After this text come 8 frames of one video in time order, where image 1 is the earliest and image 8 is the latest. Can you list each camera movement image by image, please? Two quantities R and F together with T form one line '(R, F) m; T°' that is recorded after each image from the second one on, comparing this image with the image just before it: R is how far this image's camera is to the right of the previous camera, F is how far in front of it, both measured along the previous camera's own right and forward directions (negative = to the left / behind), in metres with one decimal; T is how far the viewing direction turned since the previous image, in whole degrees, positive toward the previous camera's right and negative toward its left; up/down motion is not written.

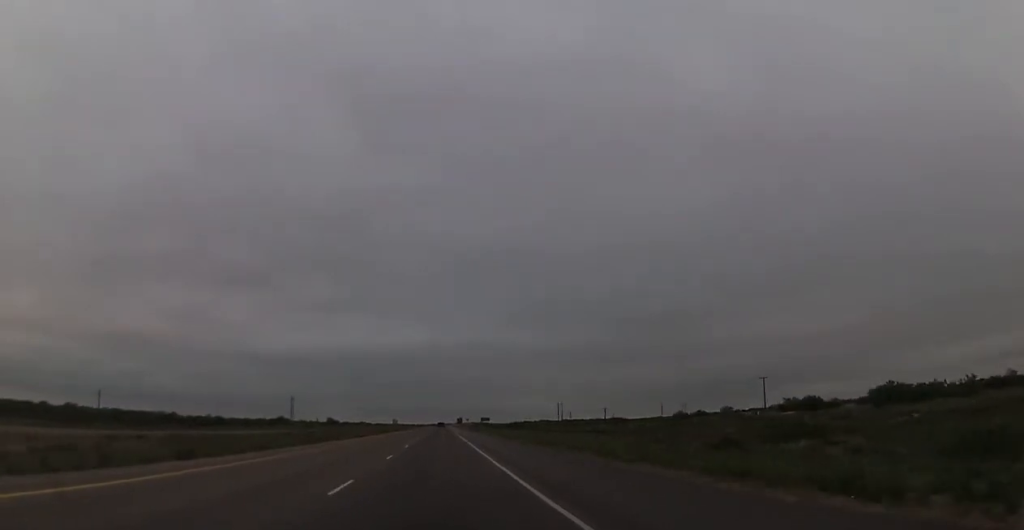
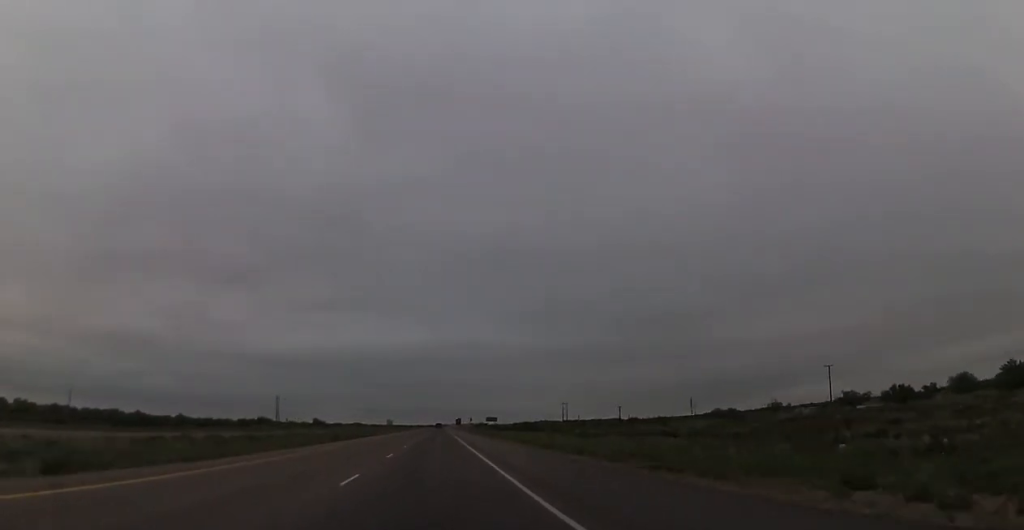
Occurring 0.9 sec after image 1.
(+0.1, +34.2) m; 0°
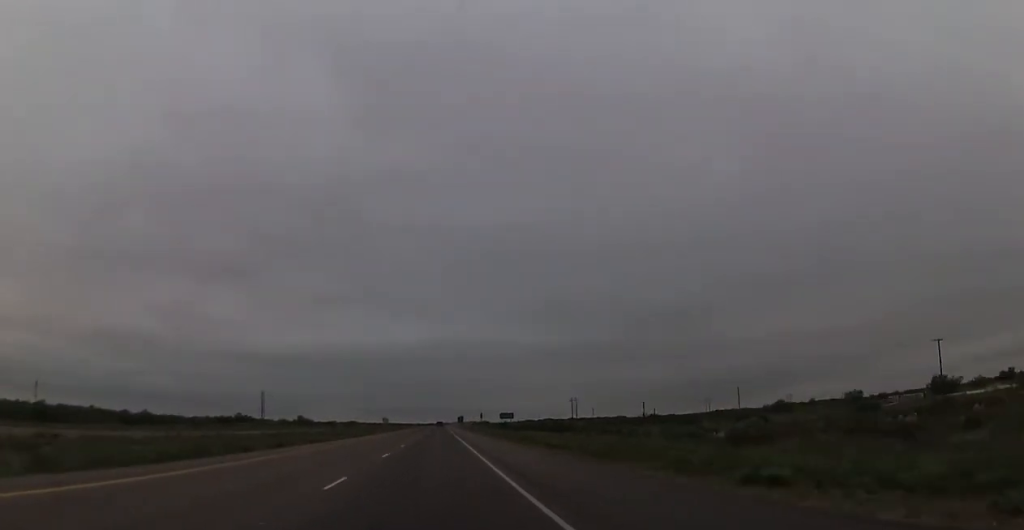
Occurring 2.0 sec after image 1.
(+0.2, +37.8) m; +1°
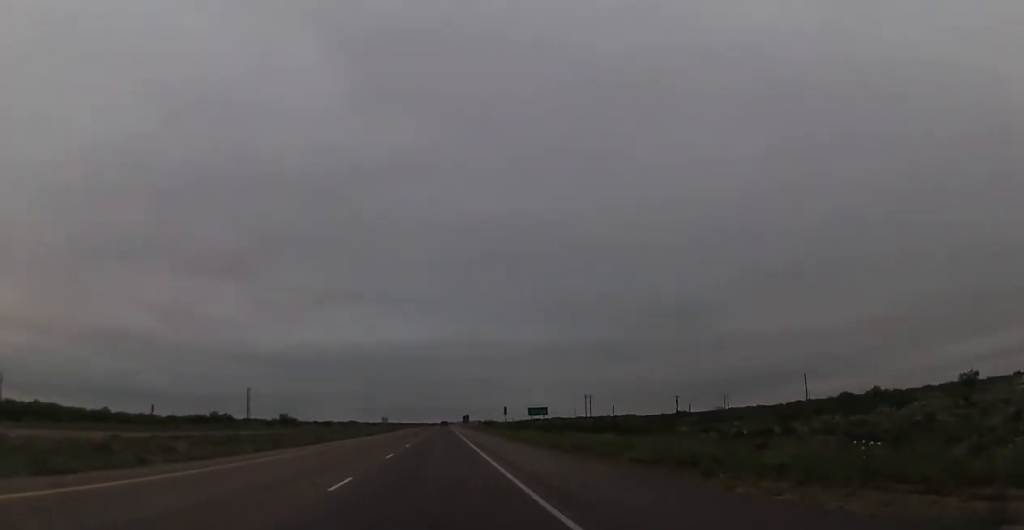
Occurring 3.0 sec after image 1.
(0.0, +36.6) m; 0°
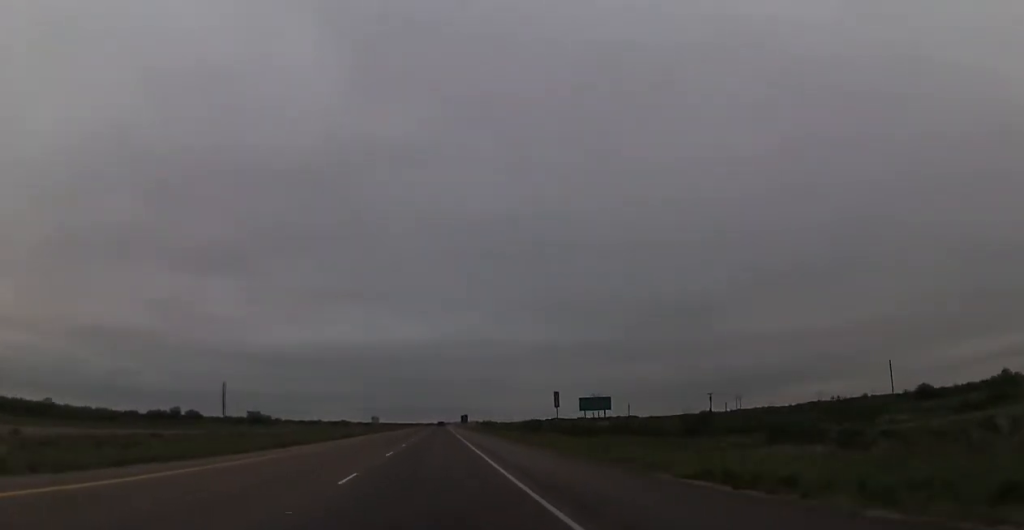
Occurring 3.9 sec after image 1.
(-0.4, +35.3) m; -1°
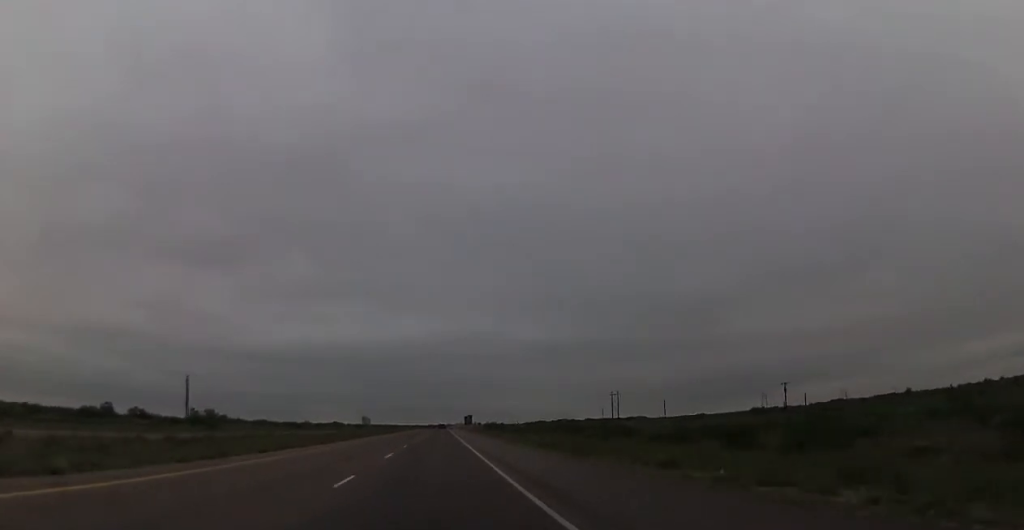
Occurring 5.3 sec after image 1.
(0.0, +48.6) m; 0°
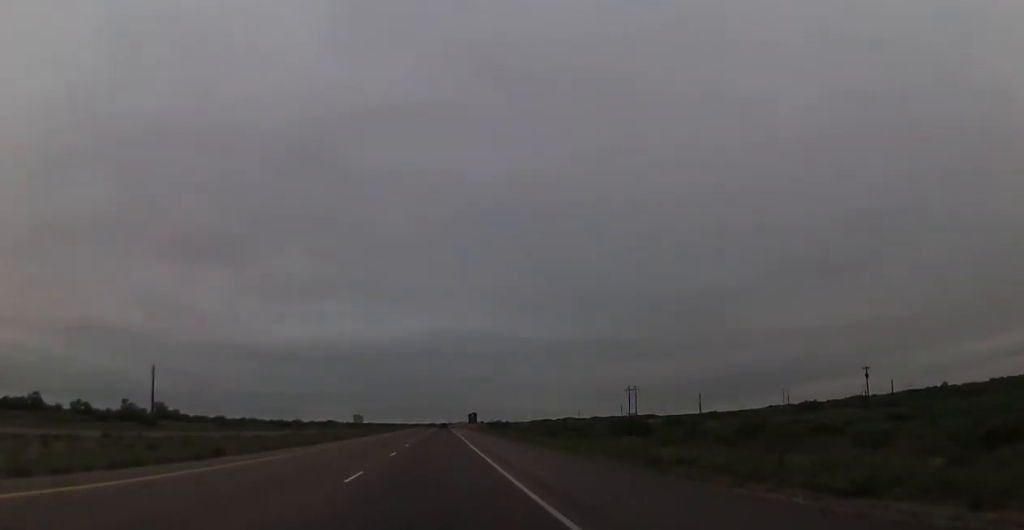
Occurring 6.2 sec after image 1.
(-0.1, +35.3) m; 0°
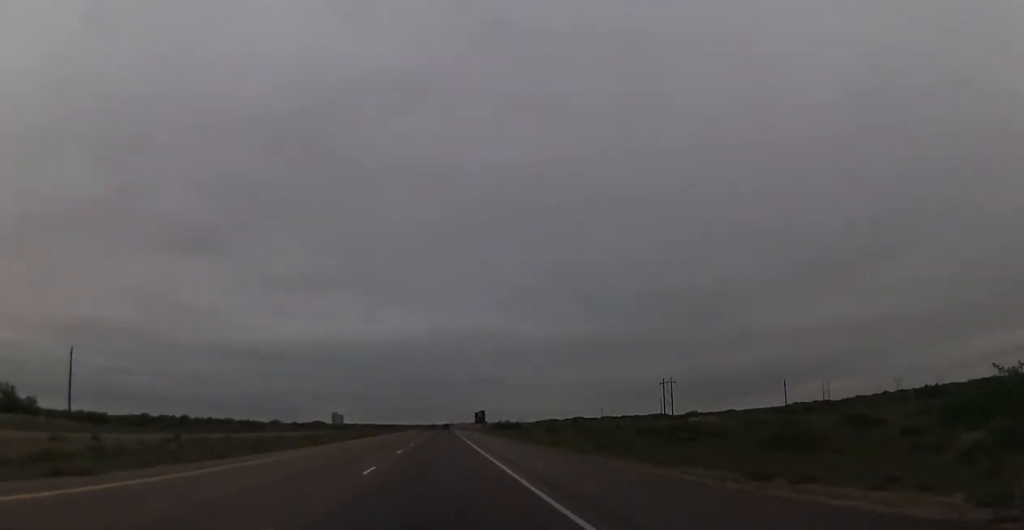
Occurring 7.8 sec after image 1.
(+0.1, +58.5) m; 0°
